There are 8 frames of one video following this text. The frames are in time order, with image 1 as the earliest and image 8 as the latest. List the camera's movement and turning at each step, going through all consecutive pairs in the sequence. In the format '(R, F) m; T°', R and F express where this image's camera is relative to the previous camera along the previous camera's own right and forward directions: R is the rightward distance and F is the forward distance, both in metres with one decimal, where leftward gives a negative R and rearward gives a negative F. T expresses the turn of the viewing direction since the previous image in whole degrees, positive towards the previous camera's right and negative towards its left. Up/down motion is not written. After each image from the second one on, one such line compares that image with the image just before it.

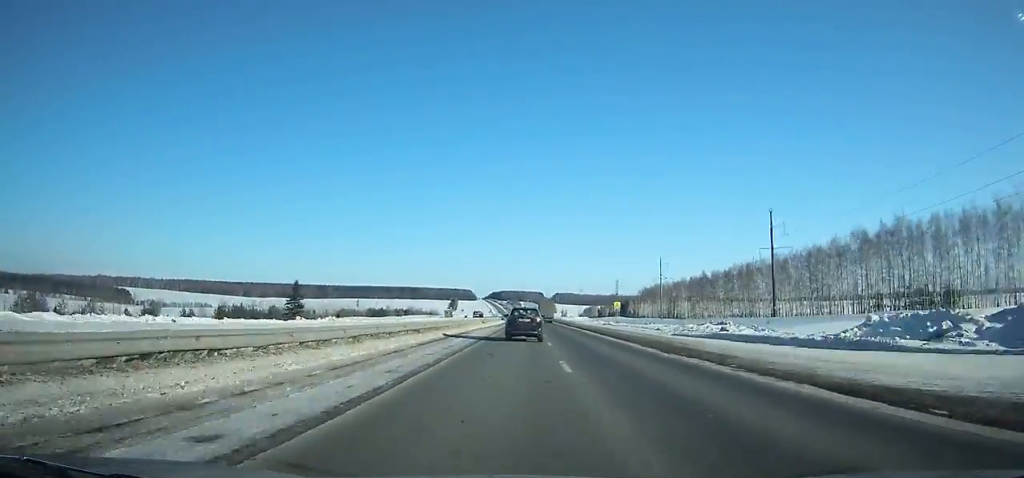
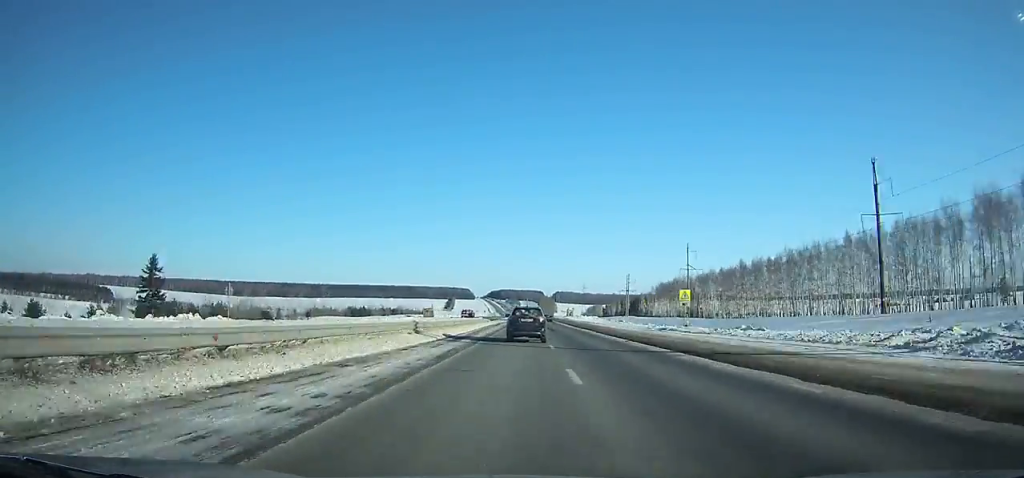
(-0.1, +39.8) m; 0°
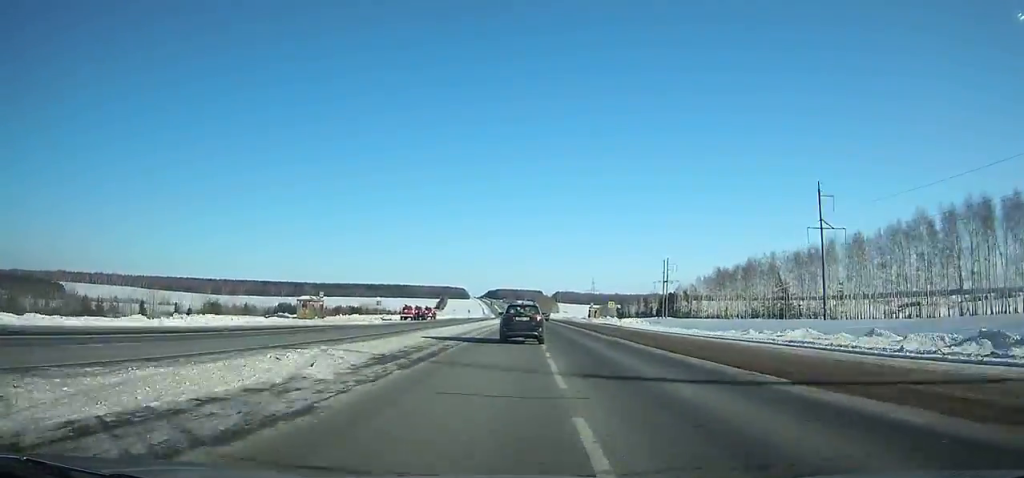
(-0.2, +95.4) m; 0°
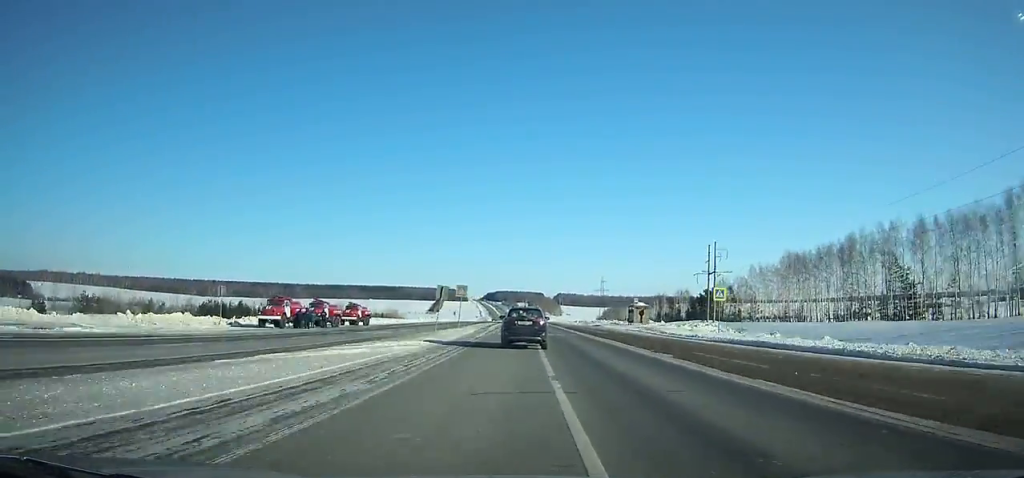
(-0.1, +59.8) m; 0°
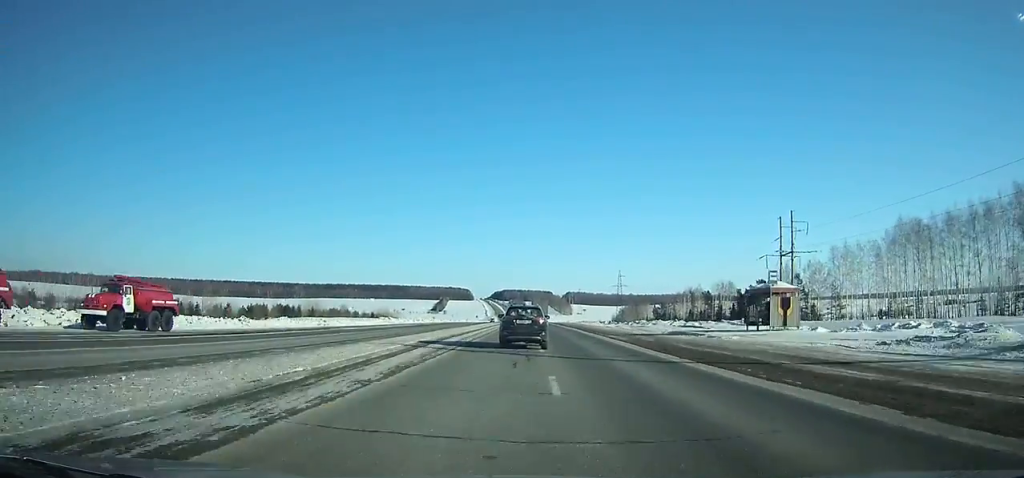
(0.0, +49.1) m; 0°
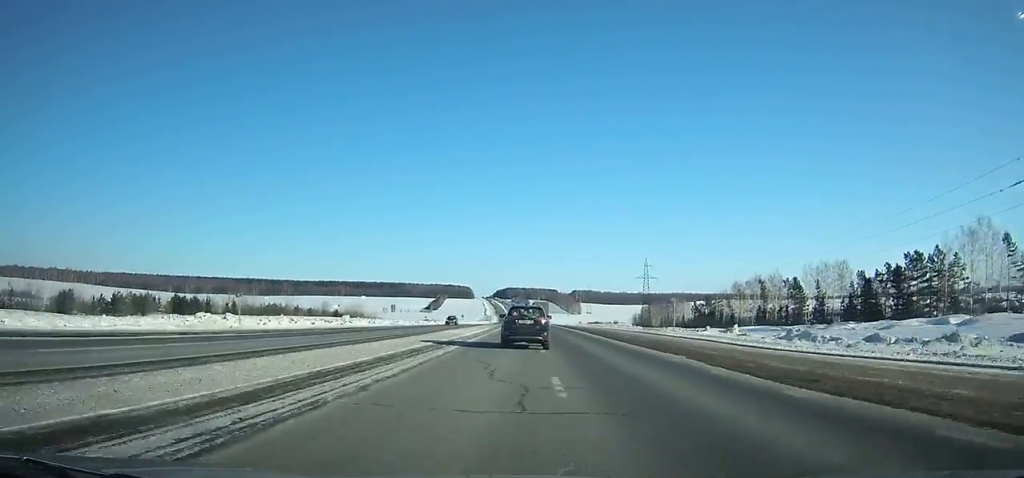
(-0.4, +74.0) m; -1°
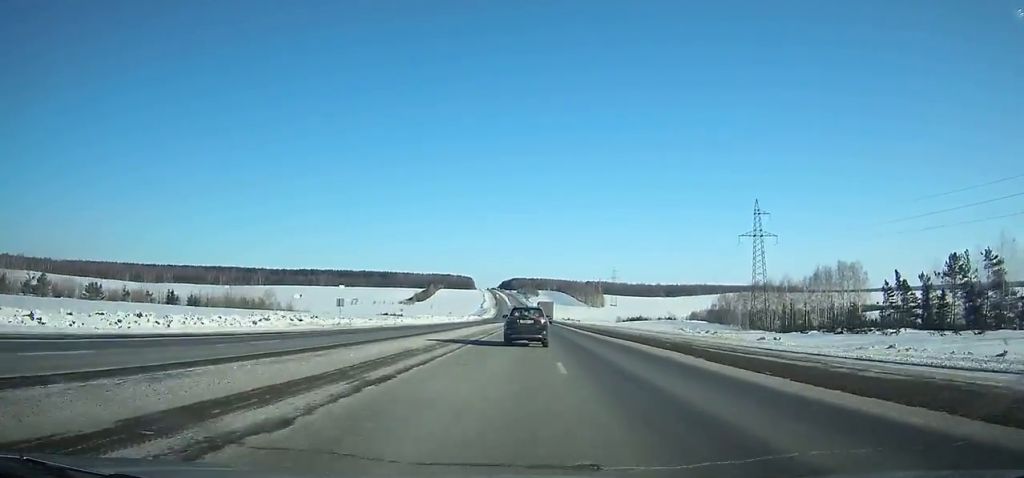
(-1.5, +137.7) m; -1°
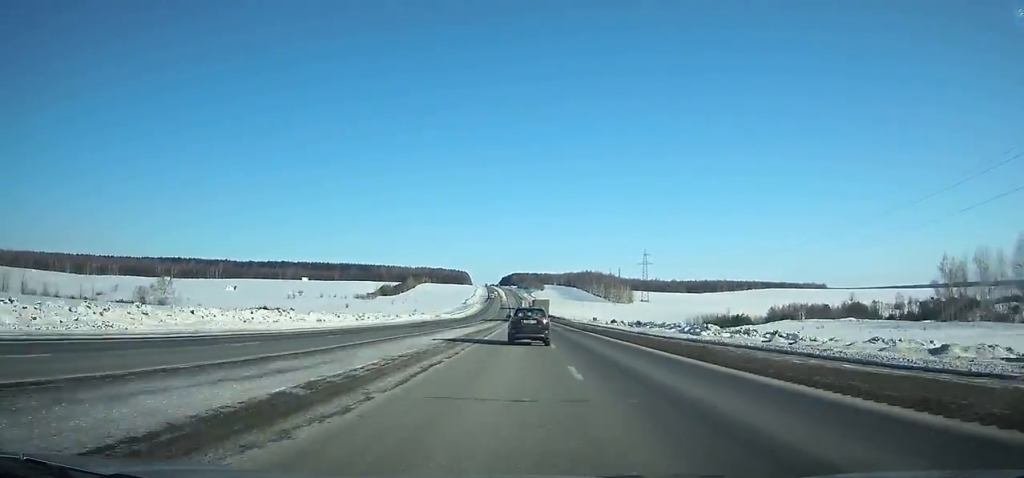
(-0.1, +127.3) m; 0°
